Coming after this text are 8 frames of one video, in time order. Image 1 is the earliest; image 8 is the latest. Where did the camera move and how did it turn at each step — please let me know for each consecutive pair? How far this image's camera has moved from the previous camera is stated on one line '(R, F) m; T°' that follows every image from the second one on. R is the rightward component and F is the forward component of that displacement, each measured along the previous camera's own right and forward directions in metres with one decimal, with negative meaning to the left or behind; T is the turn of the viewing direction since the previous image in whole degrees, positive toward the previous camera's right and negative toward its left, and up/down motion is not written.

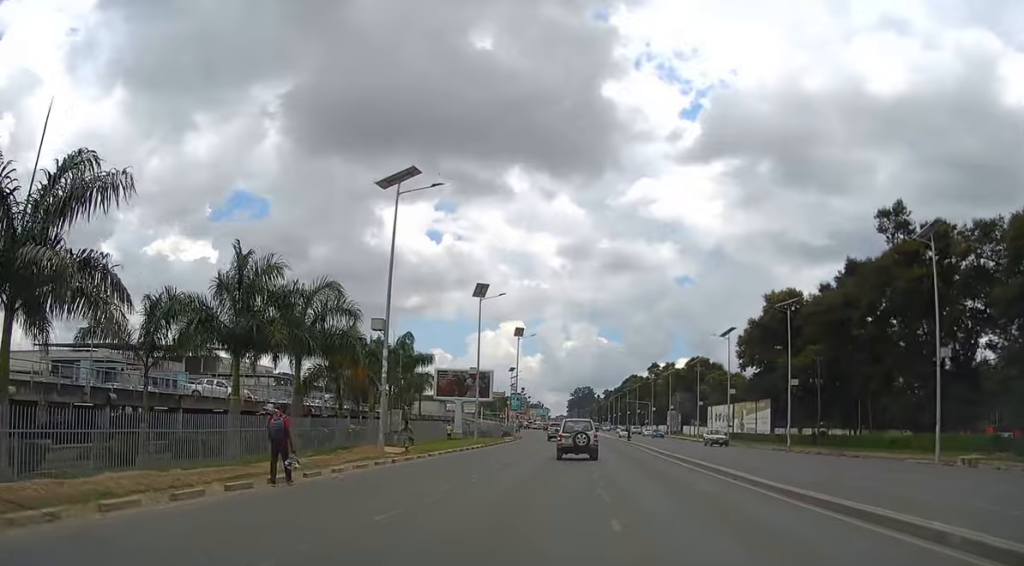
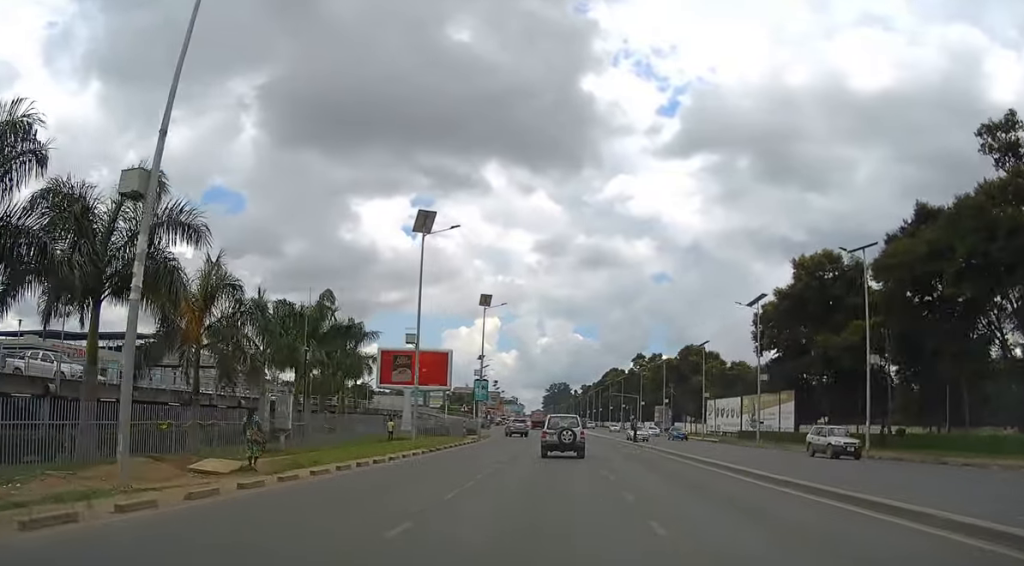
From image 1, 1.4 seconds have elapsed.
(+0.4, +18.4) m; +1°
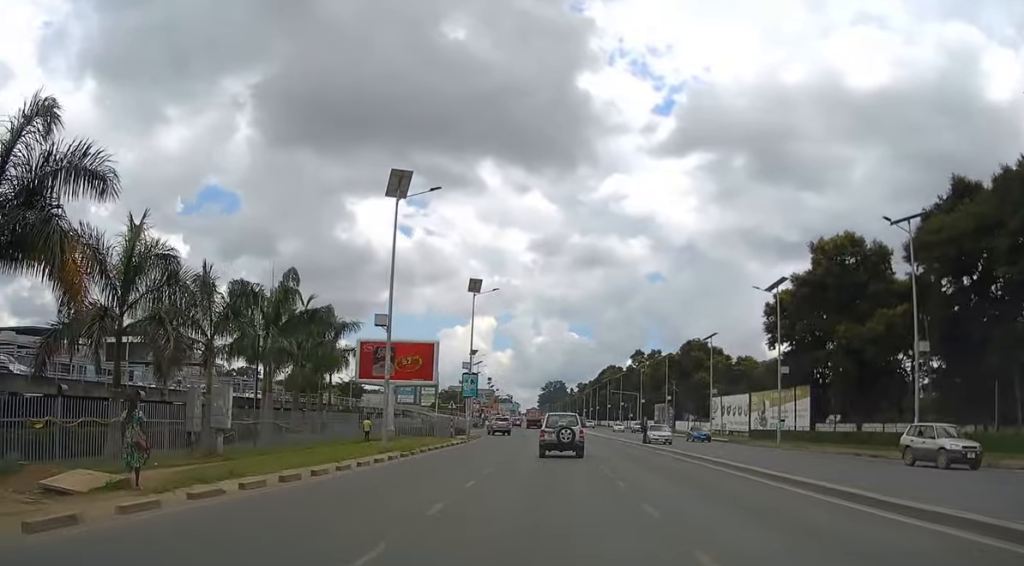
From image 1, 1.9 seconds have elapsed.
(-0.1, +6.1) m; 0°
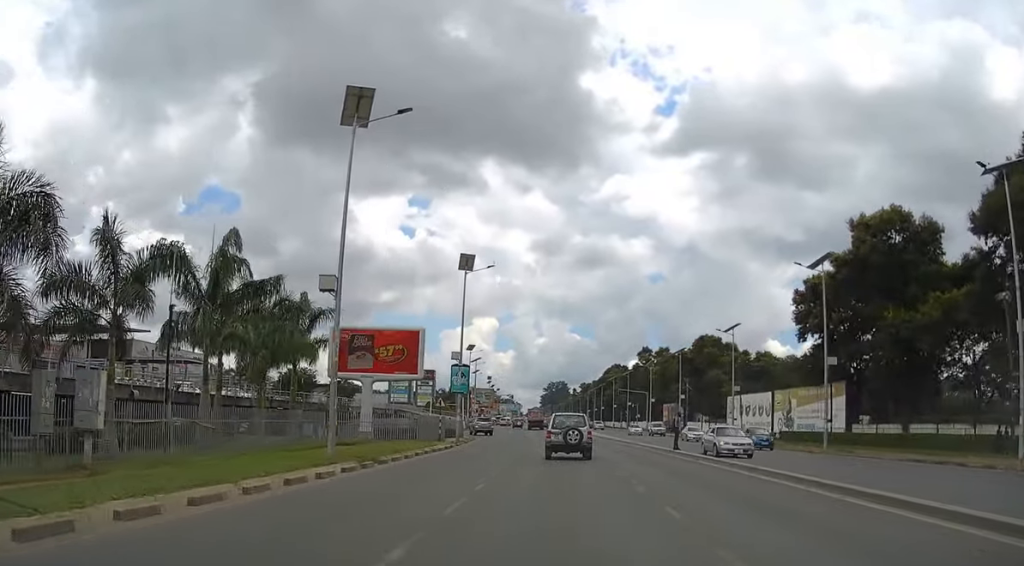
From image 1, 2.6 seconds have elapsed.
(0.0, +8.6) m; 0°
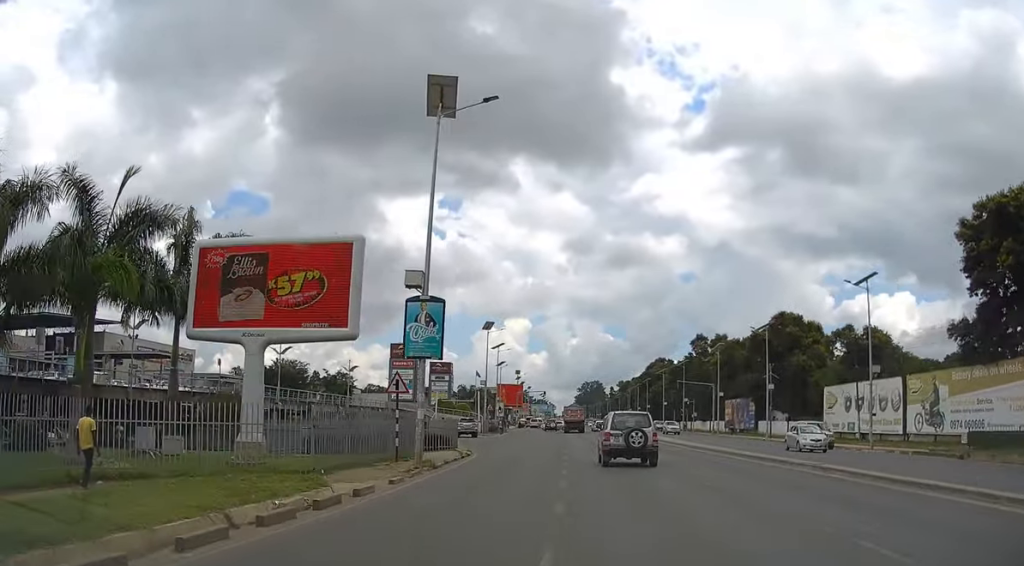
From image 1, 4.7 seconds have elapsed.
(-0.1, +25.8) m; -1°
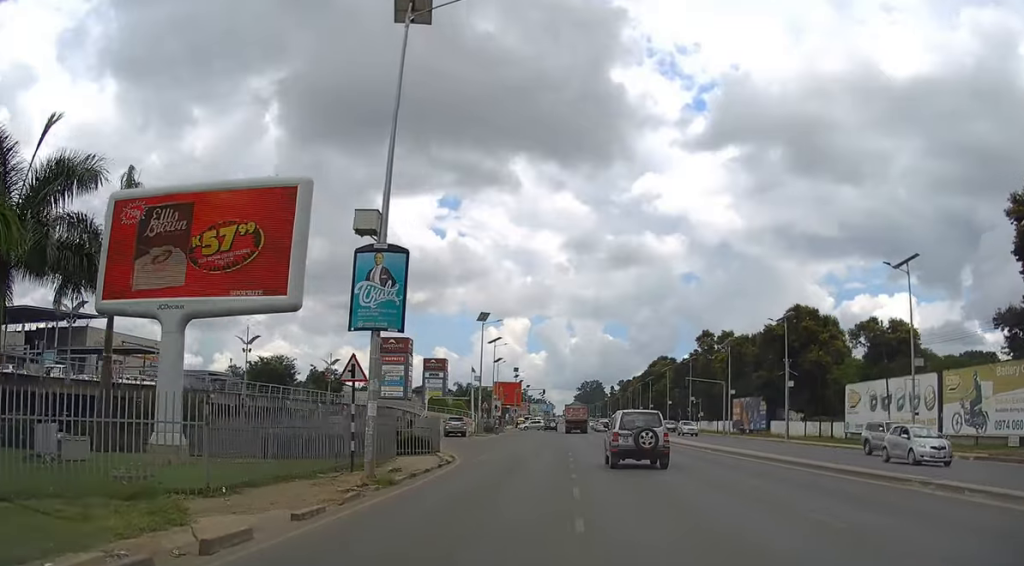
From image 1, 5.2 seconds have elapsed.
(-0.1, +6.3) m; 0°
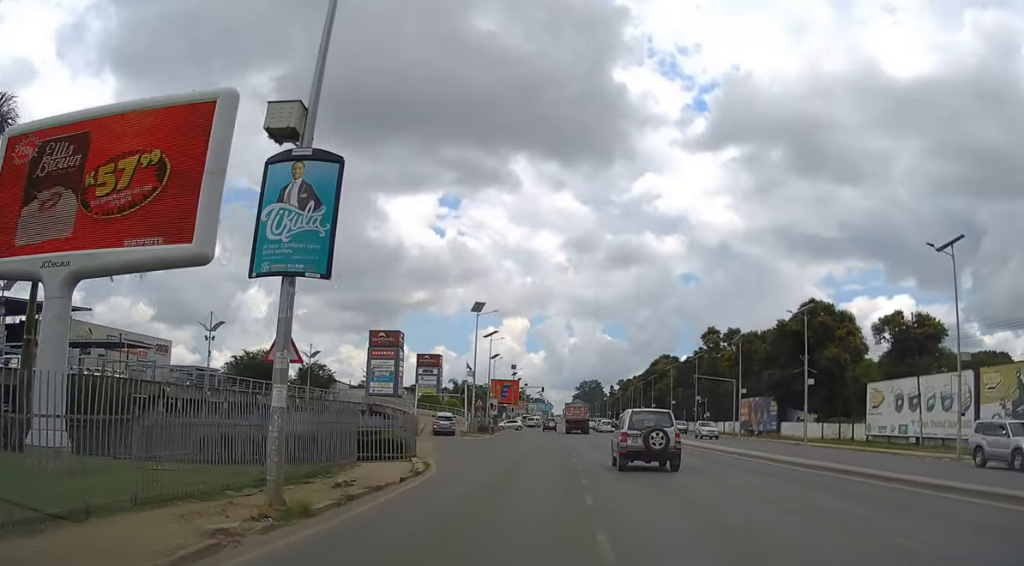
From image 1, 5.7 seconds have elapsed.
(+0.1, +5.6) m; 0°
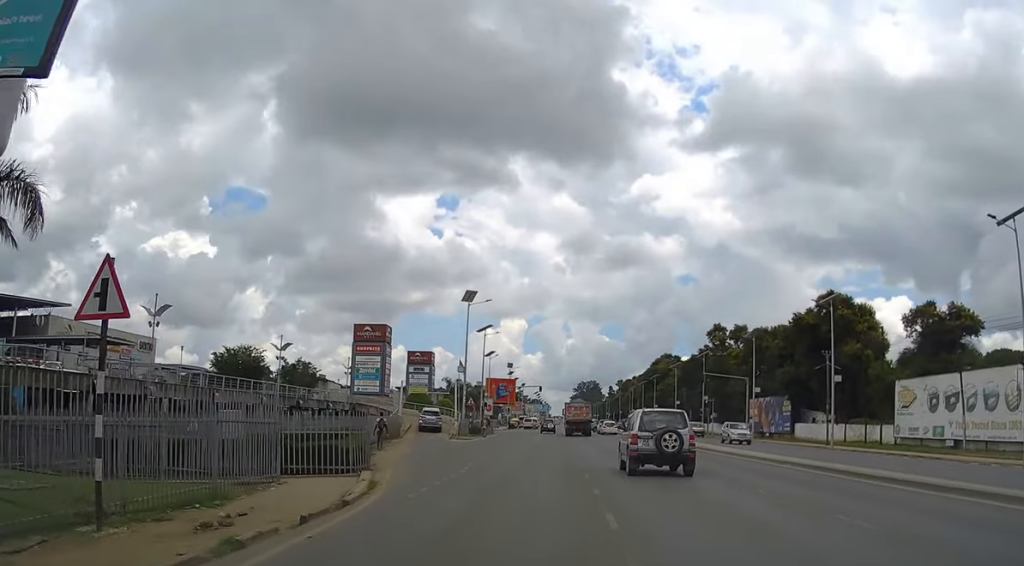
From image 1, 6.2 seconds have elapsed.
(+0.1, +6.6) m; 0°
